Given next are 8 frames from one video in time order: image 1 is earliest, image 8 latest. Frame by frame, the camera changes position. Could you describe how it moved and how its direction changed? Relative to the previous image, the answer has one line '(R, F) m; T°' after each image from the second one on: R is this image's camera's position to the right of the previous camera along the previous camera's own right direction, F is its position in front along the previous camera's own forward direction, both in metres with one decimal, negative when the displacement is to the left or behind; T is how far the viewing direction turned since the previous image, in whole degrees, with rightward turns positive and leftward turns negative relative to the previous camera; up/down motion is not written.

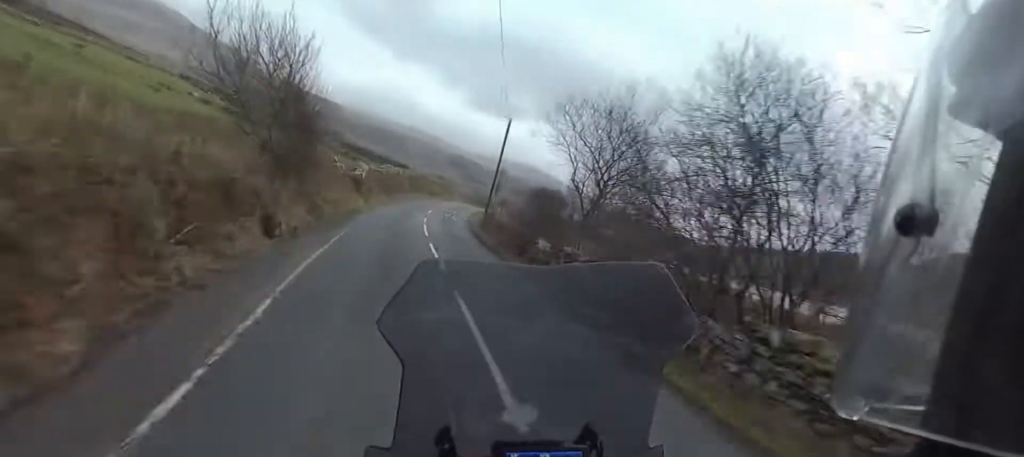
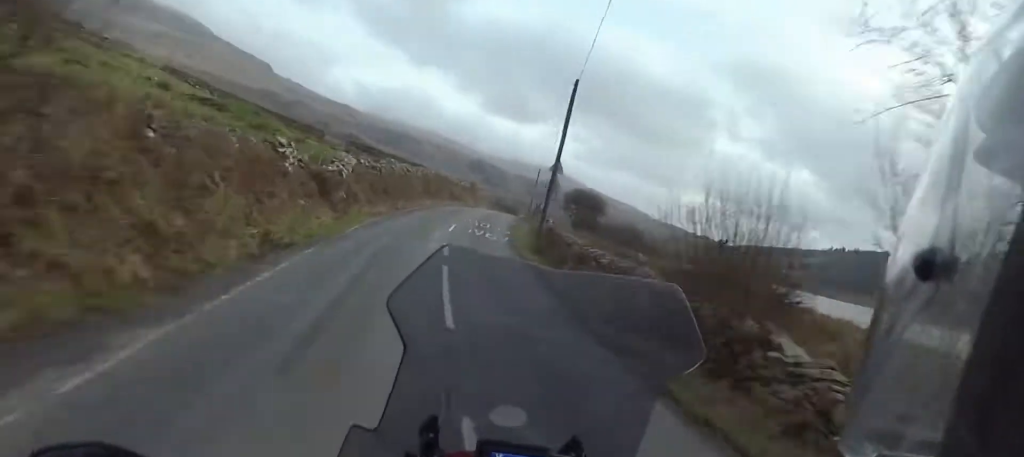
(-0.1, +15.0) m; 0°
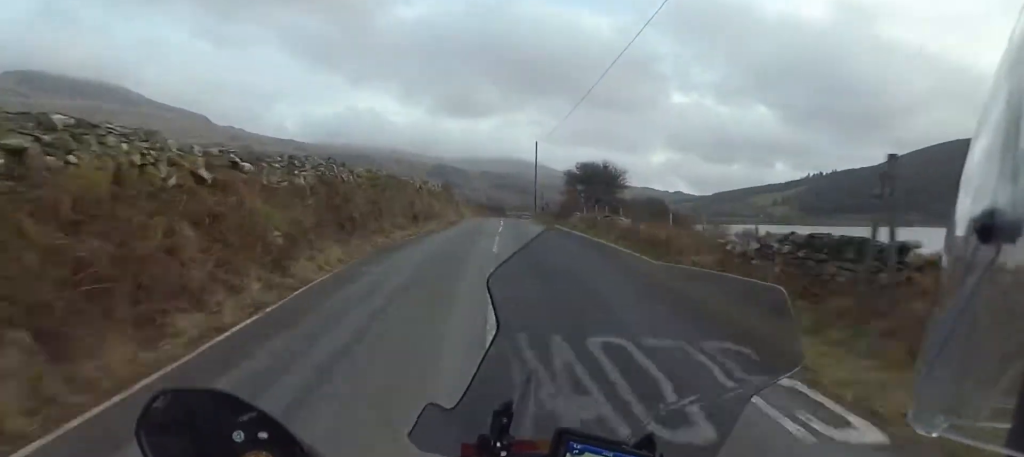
(+0.3, +28.3) m; +3°
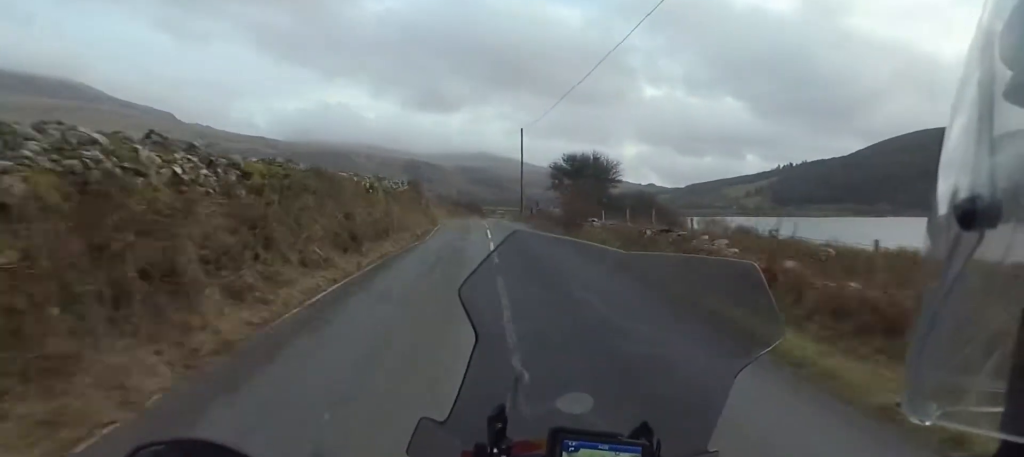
(0.0, +9.6) m; +1°
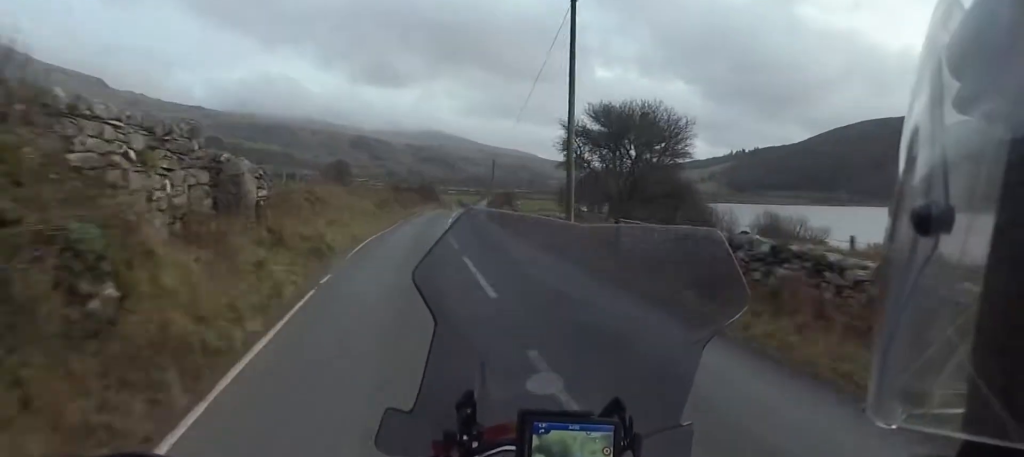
(+1.6, +32.2) m; +4°
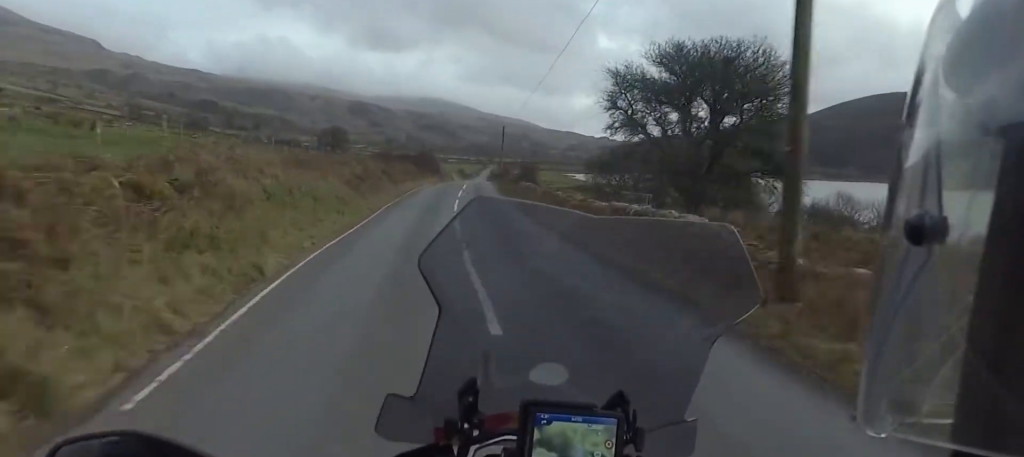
(+0.3, +11.6) m; 0°
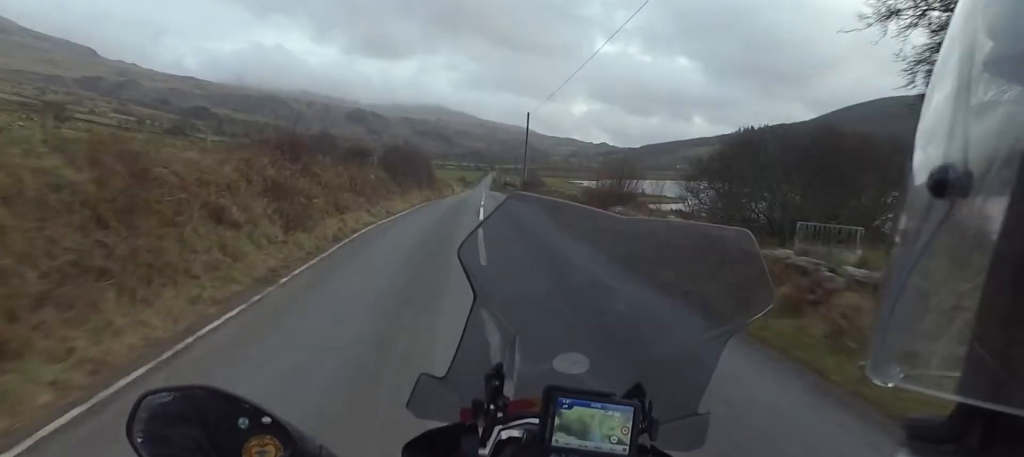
(-0.4, +23.1) m; 0°
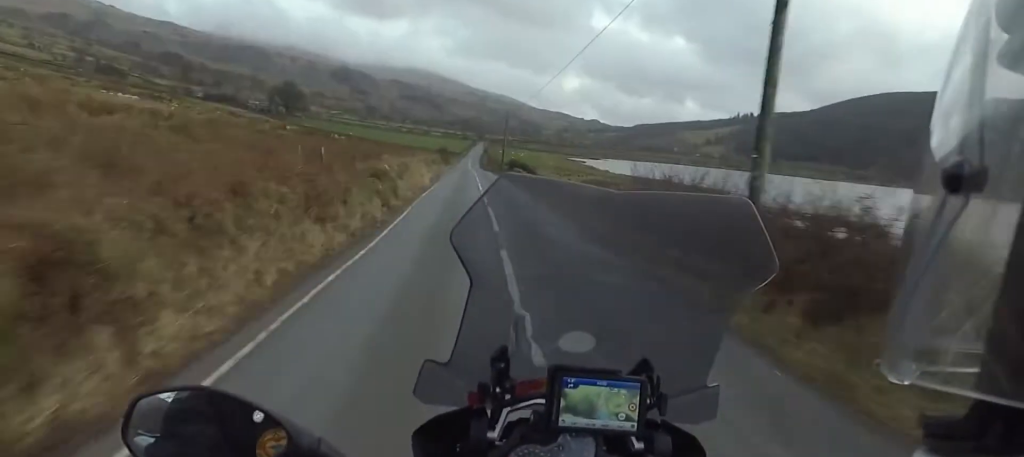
(+1.5, +40.9) m; +4°
